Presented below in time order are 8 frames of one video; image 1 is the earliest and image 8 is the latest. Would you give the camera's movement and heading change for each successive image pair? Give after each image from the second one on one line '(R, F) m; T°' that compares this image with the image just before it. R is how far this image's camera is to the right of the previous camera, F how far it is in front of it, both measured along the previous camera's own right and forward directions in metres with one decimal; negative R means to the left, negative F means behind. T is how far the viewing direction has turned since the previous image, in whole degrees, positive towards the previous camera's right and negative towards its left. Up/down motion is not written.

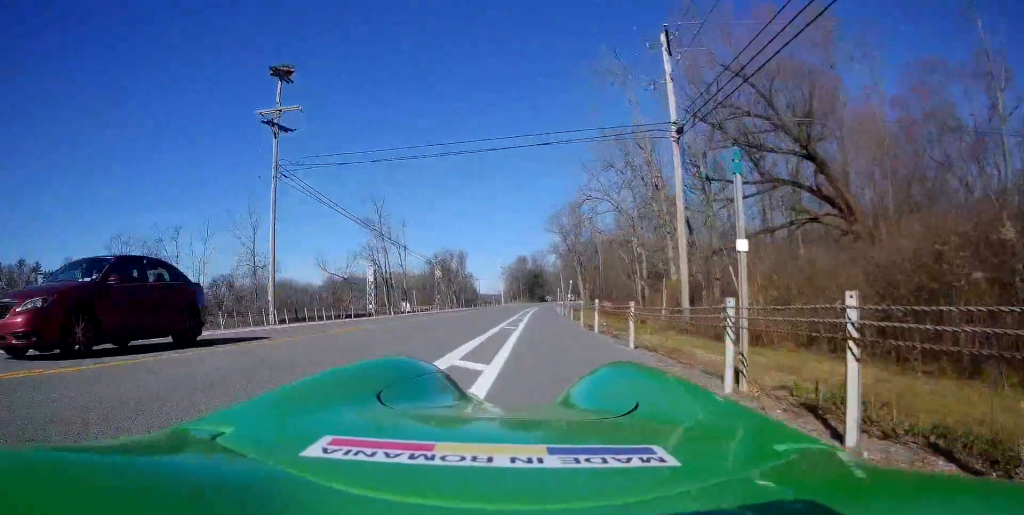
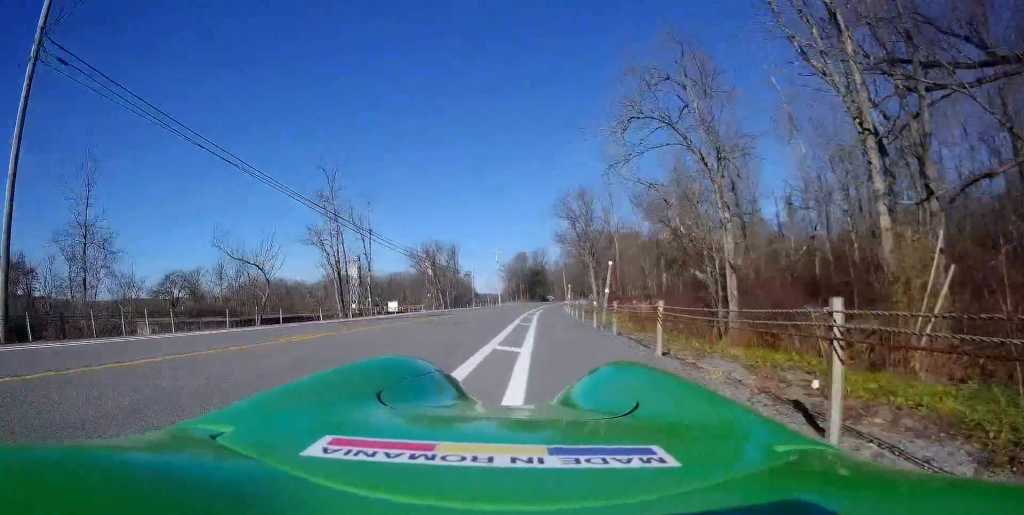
(+0.1, +16.1) m; +4°
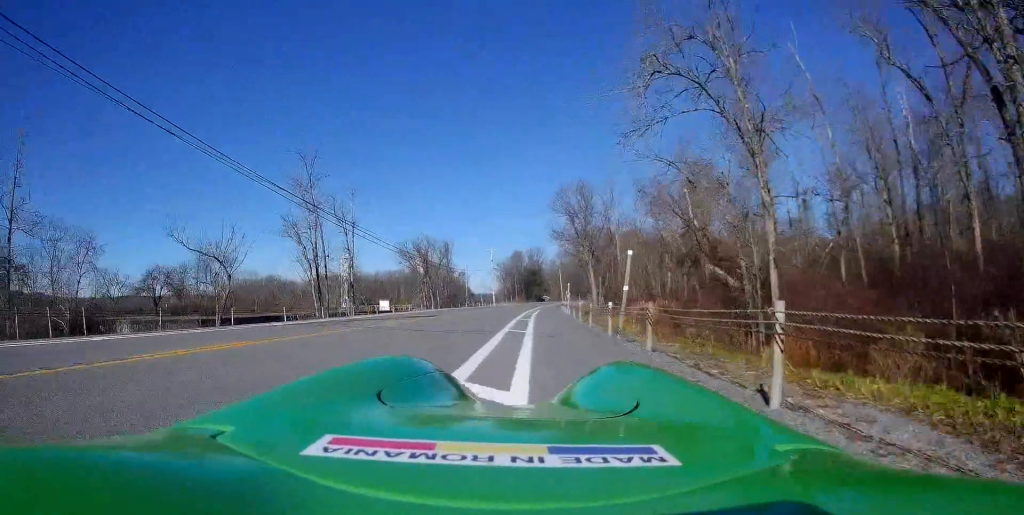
(+0.1, +4.0) m; 0°
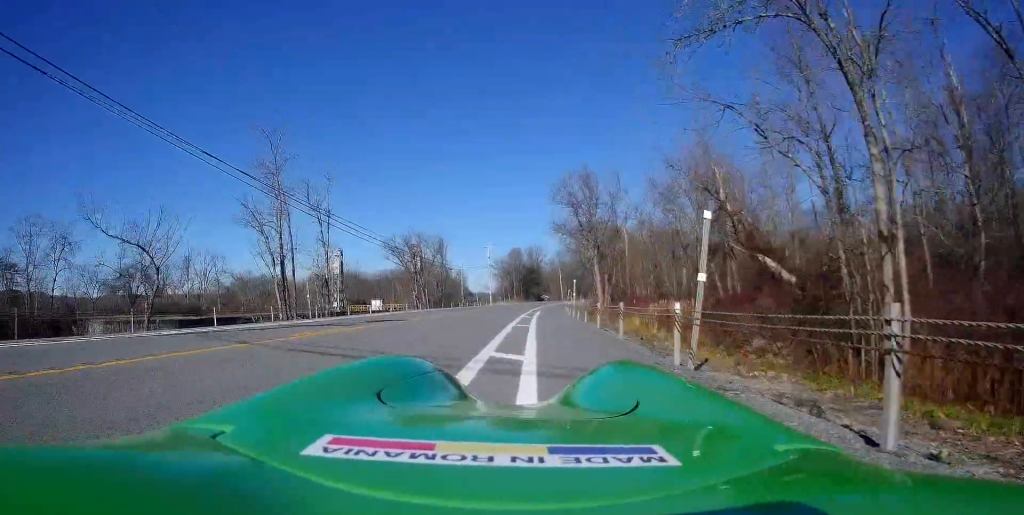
(+0.1, +6.3) m; 0°
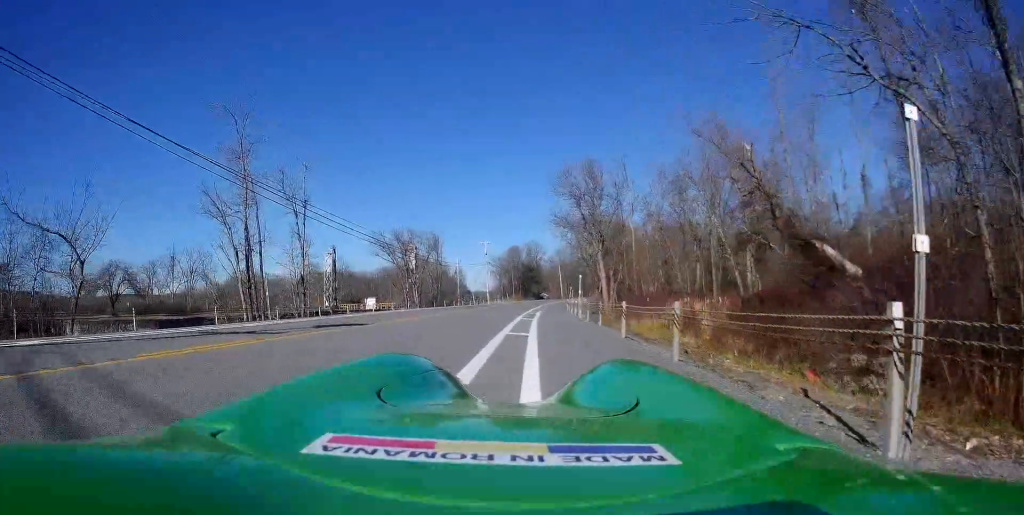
(-0.1, +4.8) m; -1°
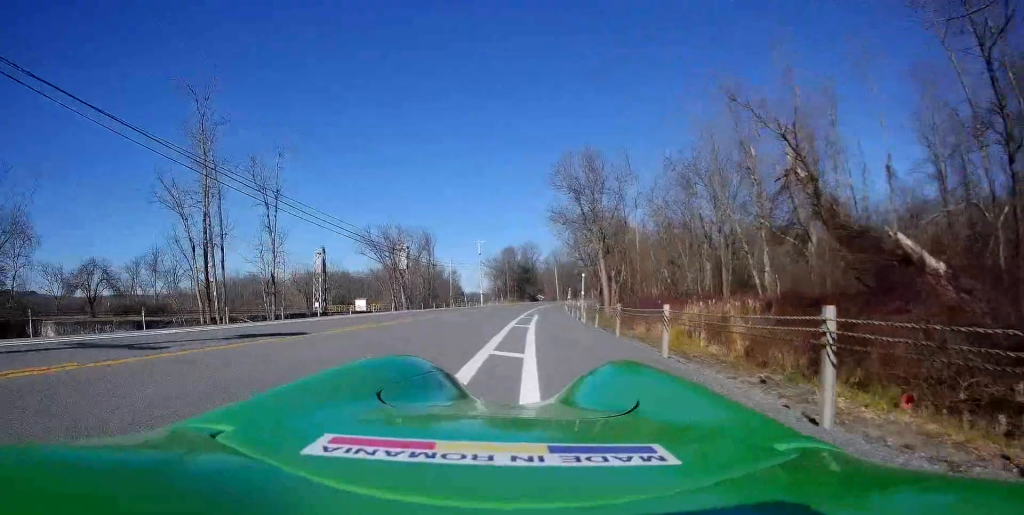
(0.0, +4.1) m; 0°
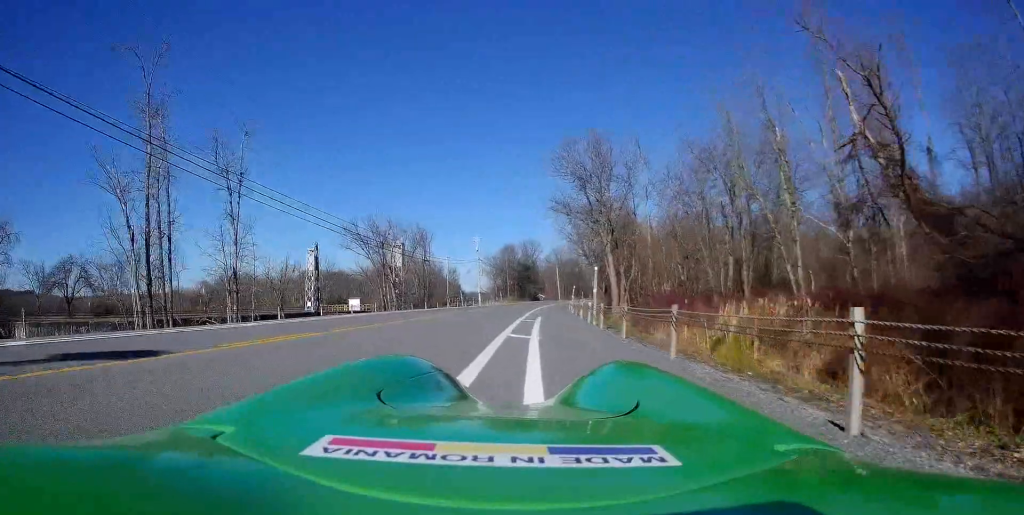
(0.0, +5.3) m; 0°
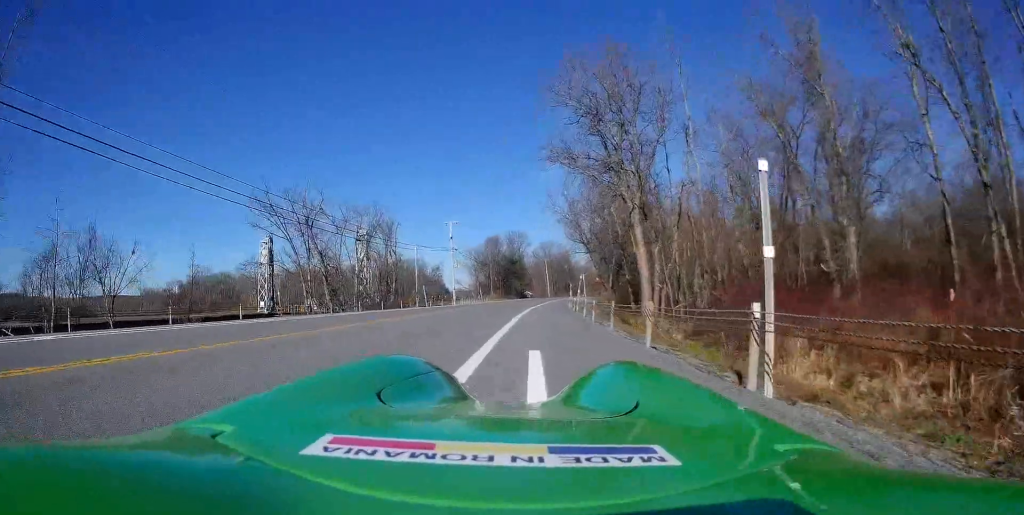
(-0.2, +17.6) m; +1°
